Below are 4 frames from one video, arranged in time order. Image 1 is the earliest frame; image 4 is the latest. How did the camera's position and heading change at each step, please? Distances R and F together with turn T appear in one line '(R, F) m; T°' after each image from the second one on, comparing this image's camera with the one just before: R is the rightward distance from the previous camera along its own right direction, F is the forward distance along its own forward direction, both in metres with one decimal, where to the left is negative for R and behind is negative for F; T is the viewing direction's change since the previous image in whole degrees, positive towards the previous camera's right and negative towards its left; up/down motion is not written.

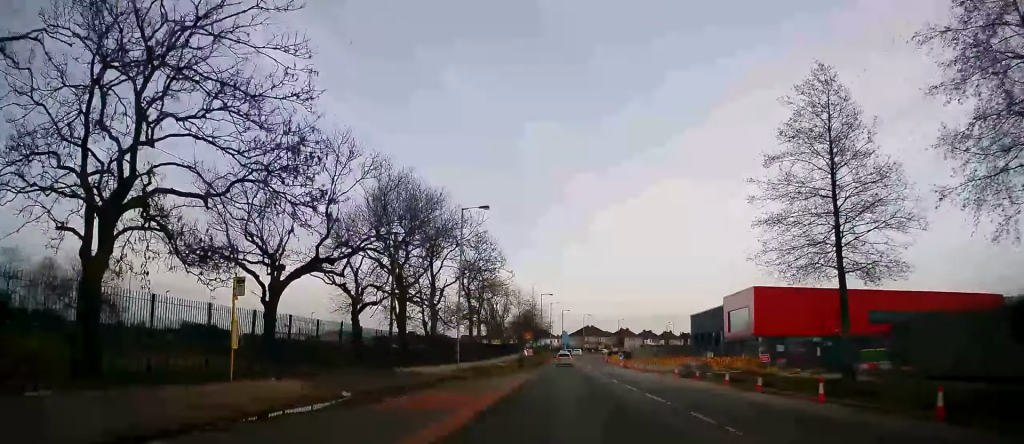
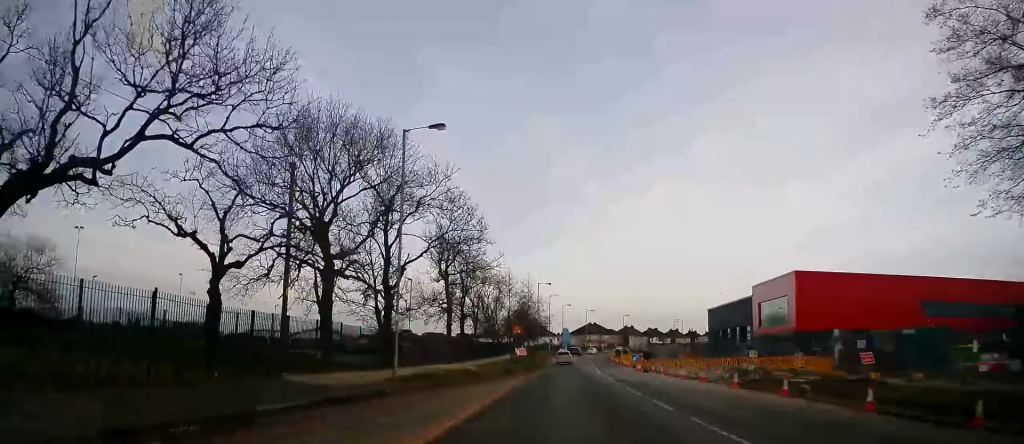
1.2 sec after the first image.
(+0.1, +13.2) m; 0°
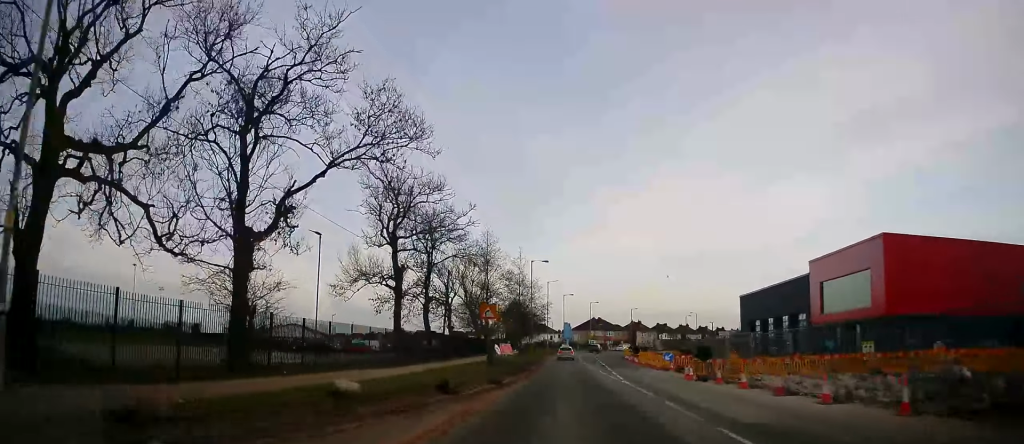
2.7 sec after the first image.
(-0.2, +17.6) m; +1°
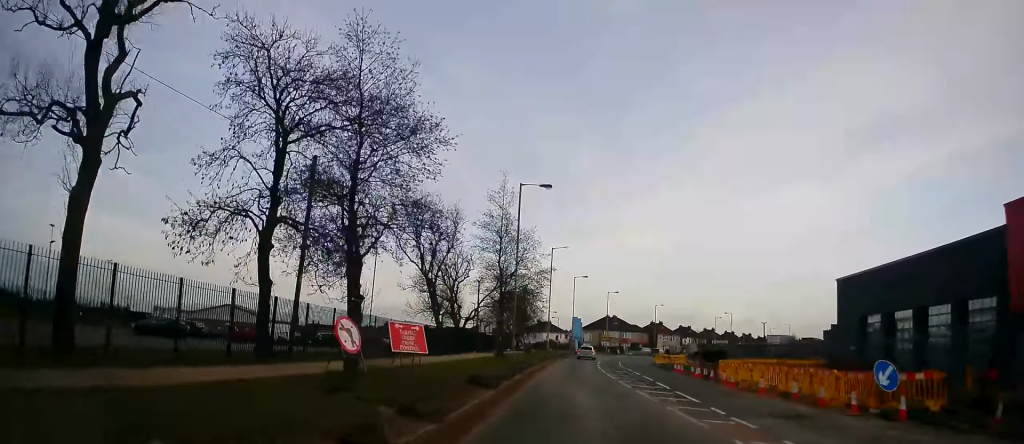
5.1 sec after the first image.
(-0.1, +28.0) m; -3°
